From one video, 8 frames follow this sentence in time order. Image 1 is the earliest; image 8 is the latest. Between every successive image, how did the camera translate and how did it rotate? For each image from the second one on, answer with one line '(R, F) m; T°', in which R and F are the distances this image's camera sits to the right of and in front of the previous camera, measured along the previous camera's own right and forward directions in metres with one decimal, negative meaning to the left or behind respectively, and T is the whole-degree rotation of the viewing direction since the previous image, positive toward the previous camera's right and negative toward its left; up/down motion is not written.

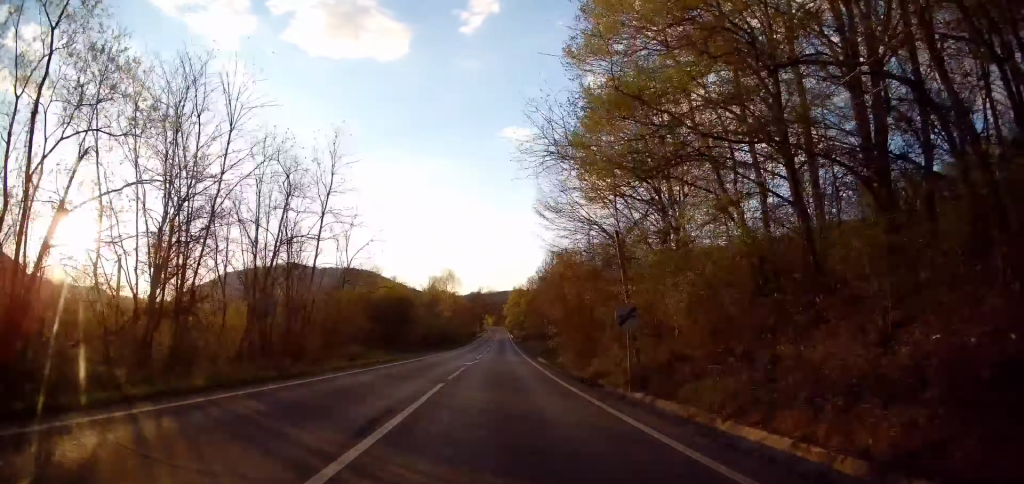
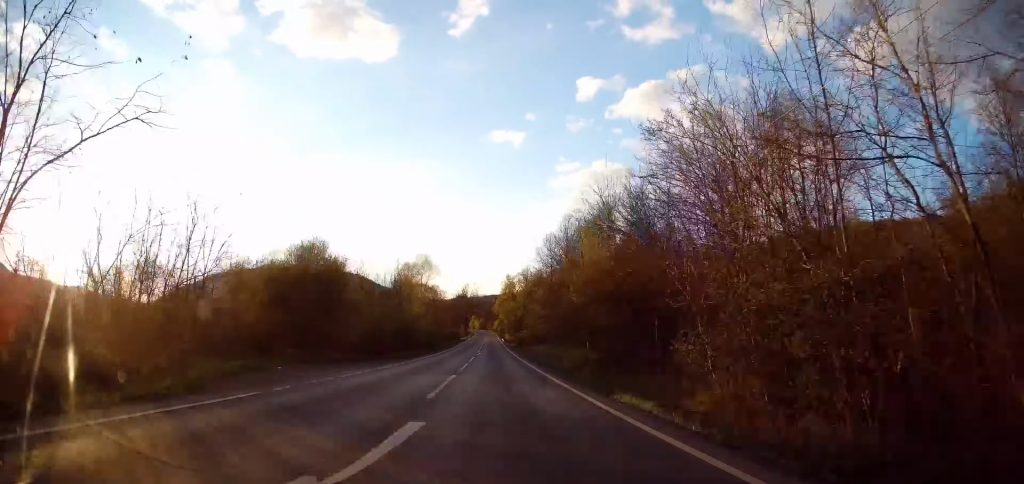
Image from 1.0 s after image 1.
(+0.7, +26.9) m; +3°
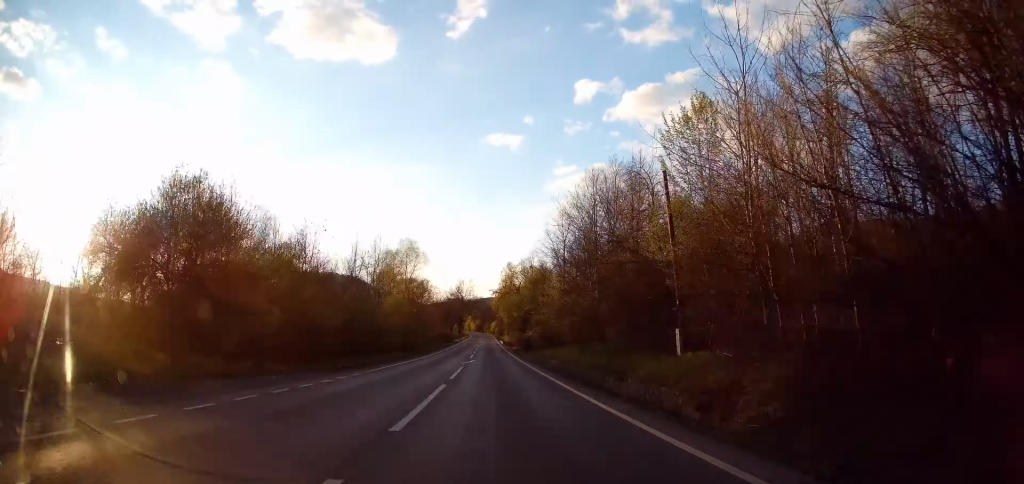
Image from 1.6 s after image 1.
(+0.4, +16.3) m; +1°
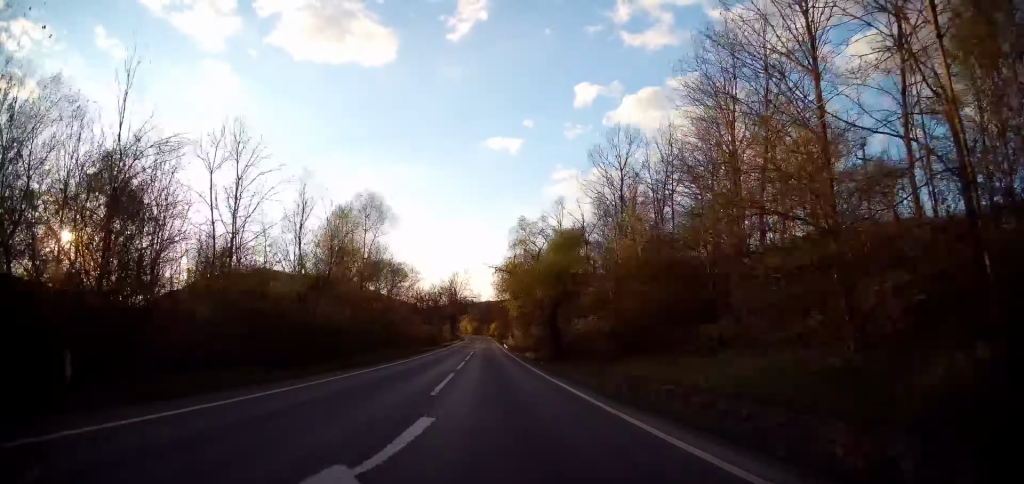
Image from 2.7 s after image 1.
(+0.3, +29.0) m; 0°
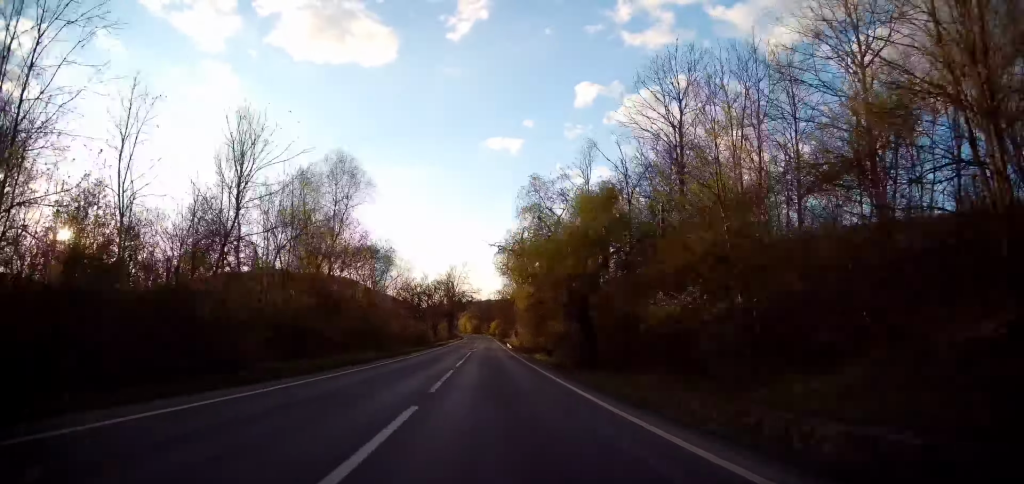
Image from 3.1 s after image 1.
(0.0, +11.8) m; 0°
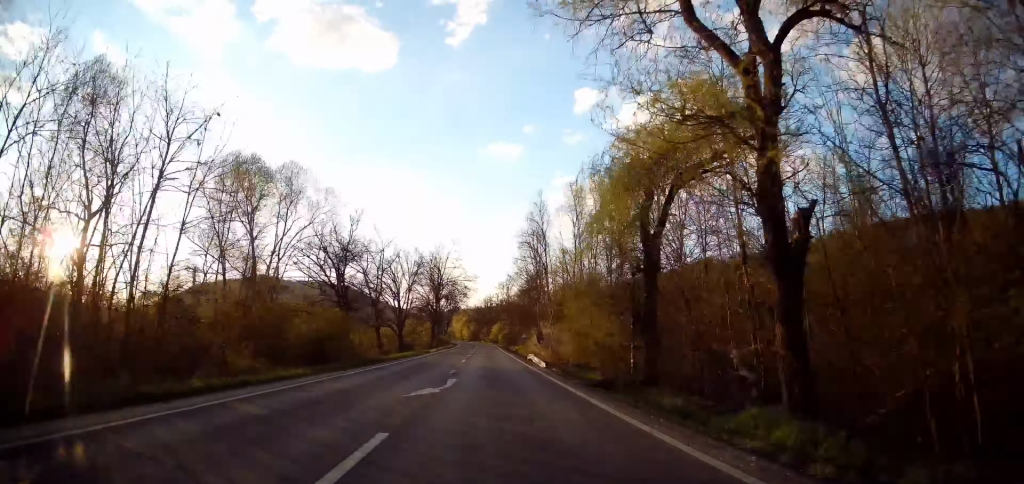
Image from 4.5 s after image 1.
(+0.1, +38.3) m; +1°
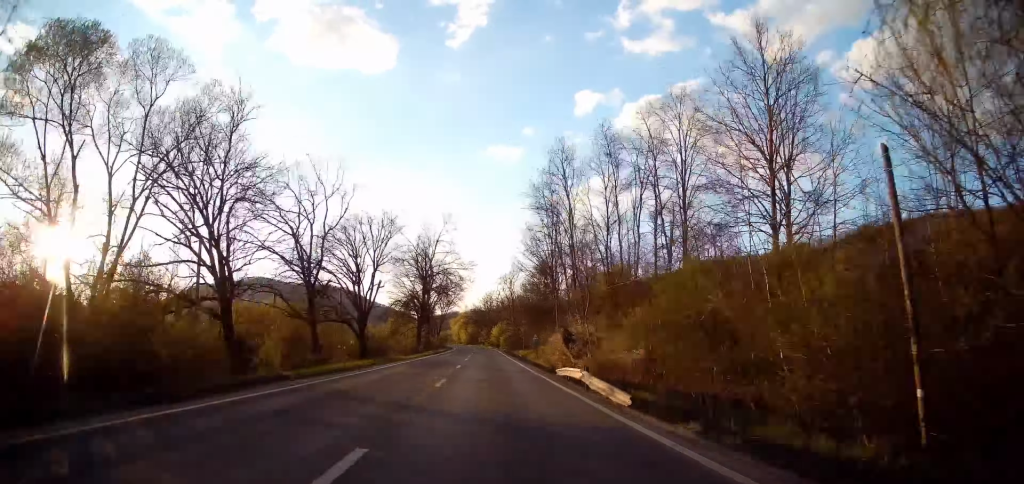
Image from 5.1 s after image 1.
(+0.2, +17.3) m; 0°
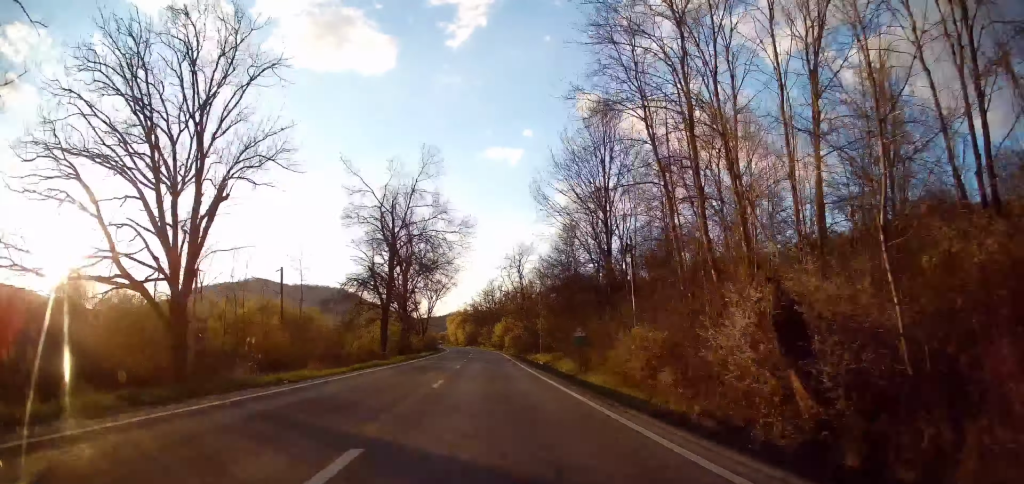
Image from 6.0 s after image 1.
(-0.2, +24.5) m; -1°
